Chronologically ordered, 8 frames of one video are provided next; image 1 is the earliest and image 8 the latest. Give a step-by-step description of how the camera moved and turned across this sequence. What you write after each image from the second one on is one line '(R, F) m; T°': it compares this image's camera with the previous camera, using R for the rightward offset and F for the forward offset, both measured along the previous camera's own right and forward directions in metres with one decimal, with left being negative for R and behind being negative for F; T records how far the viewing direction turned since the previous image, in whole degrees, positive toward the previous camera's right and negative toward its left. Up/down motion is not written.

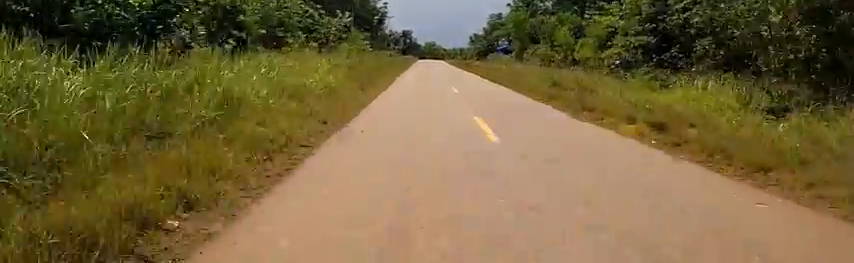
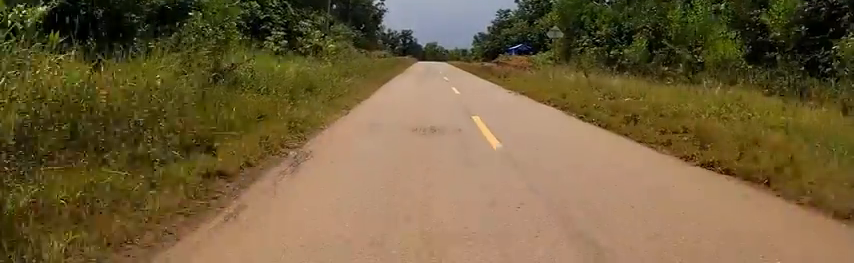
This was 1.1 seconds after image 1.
(0.0, +15.9) m; 0°
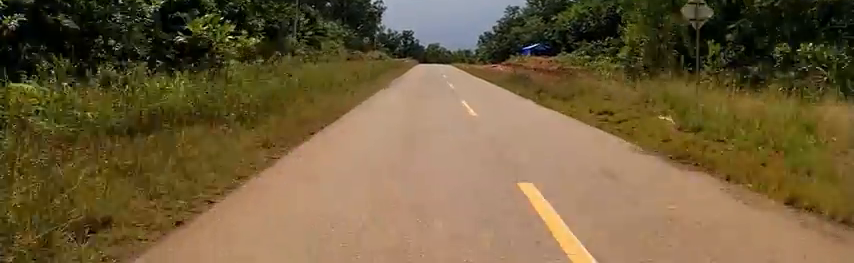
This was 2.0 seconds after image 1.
(0.0, +12.5) m; 0°
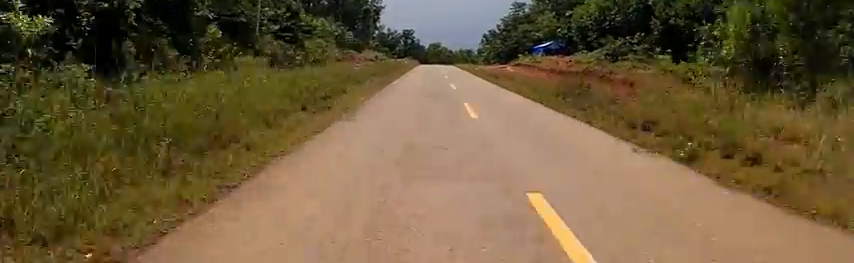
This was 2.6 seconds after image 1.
(0.0, +8.7) m; 0°
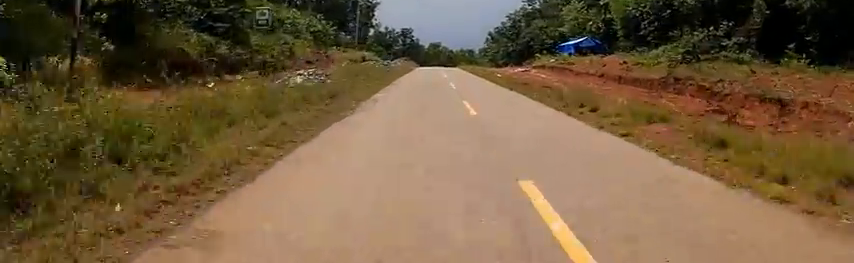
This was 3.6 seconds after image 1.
(0.0, +15.5) m; 0°
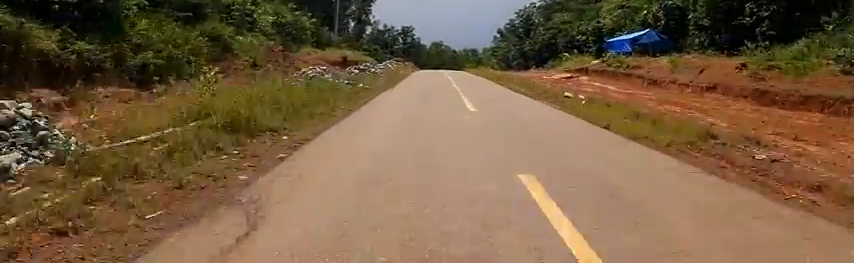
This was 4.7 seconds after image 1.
(0.0, +16.0) m; 0°
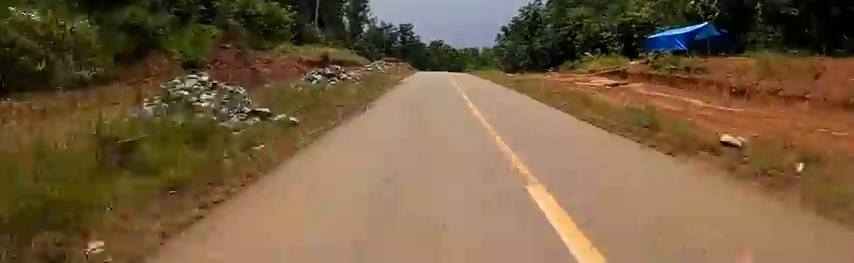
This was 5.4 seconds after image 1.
(0.0, +9.3) m; 0°
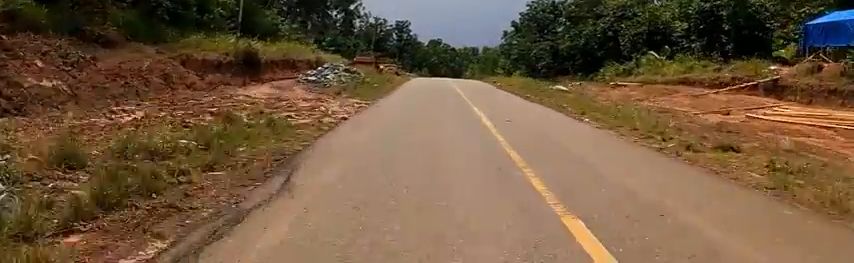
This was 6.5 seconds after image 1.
(+0.1, +16.7) m; 0°
